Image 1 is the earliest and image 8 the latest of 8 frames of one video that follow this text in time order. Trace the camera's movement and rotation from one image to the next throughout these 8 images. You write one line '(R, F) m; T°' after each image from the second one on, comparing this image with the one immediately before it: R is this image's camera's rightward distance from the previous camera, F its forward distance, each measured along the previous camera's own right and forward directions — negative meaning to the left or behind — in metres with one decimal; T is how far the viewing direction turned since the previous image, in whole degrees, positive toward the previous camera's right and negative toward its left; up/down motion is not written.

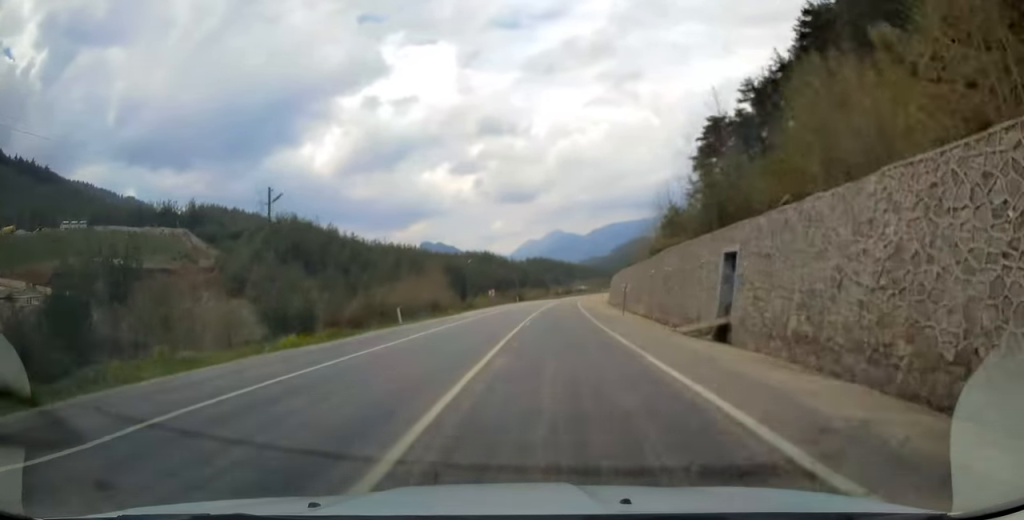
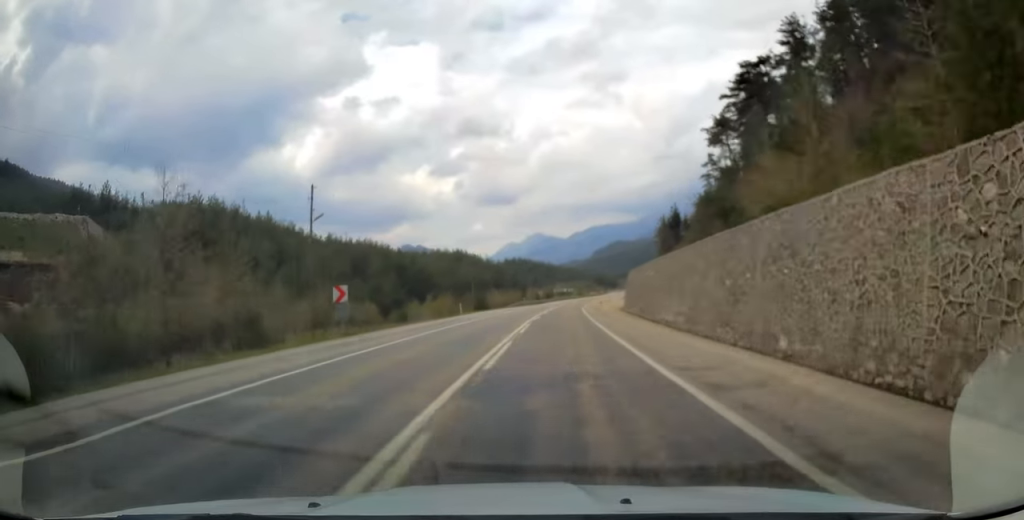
(+1.0, +46.4) m; +2°
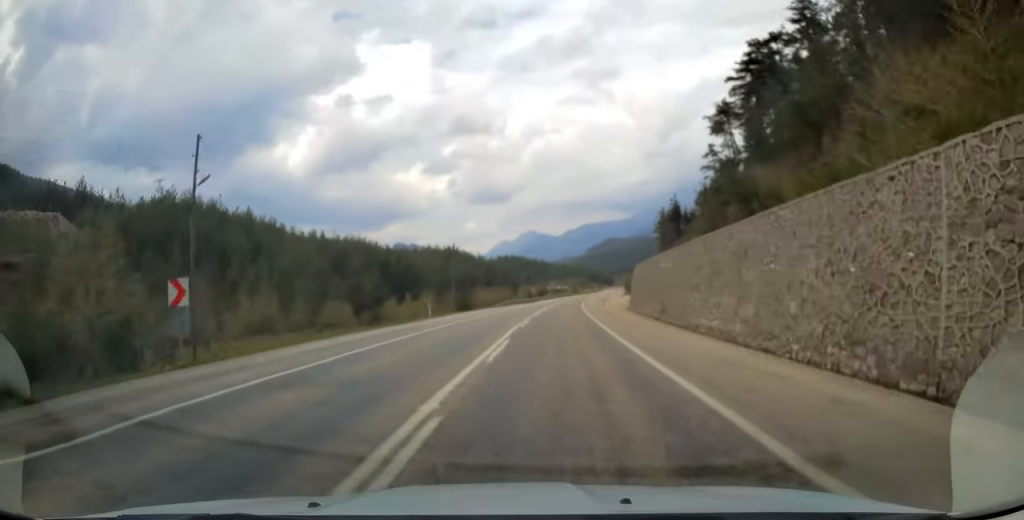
(+0.1, +10.5) m; 0°
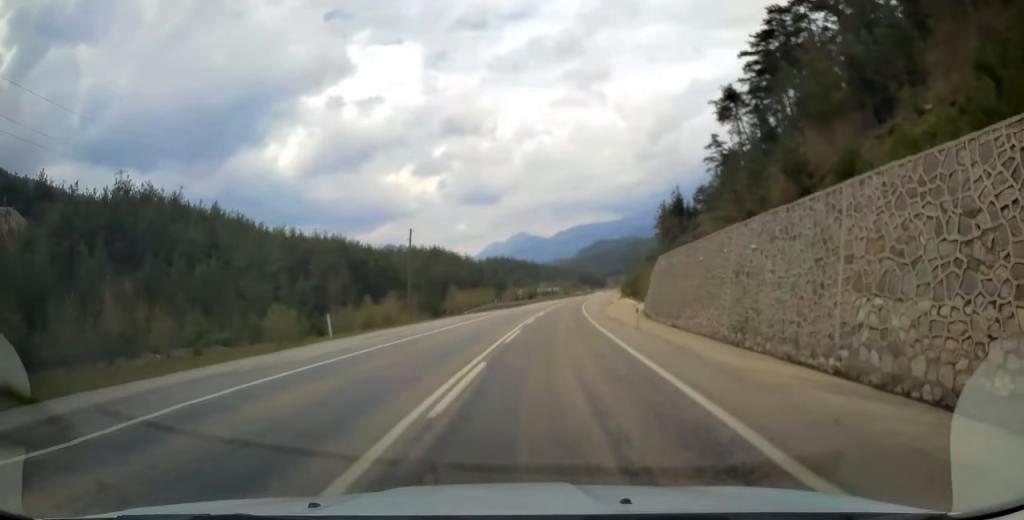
(0.0, +16.8) m; +1°
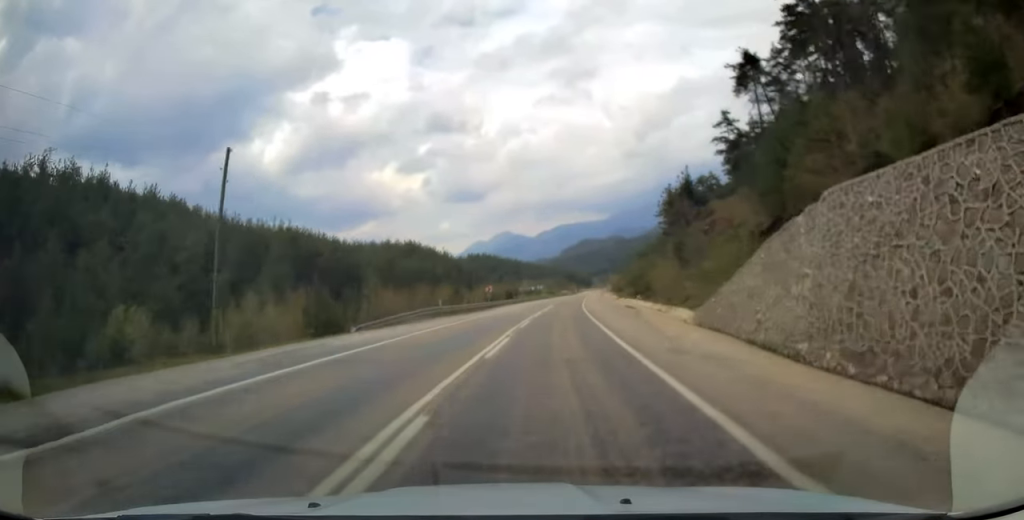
(+0.3, +27.6) m; +2°
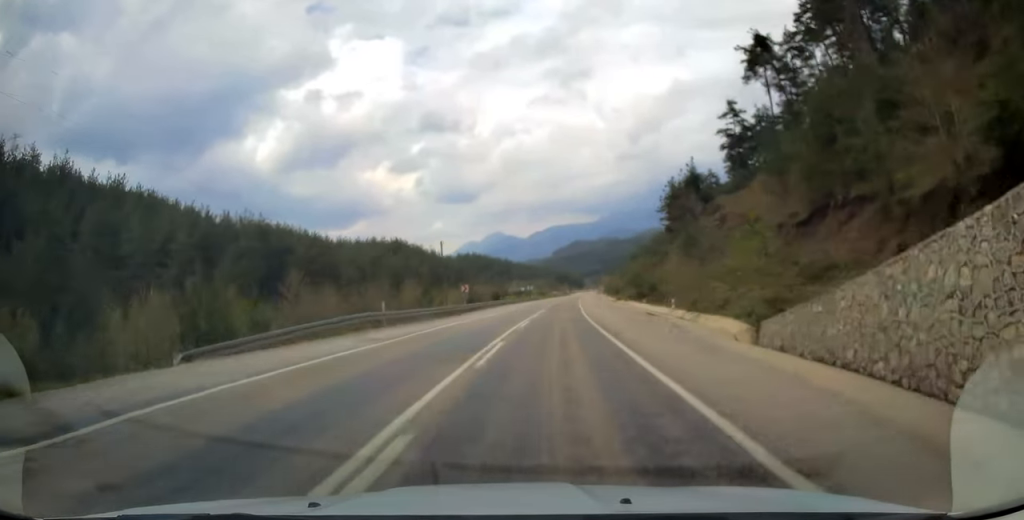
(0.0, +12.6) m; +1°
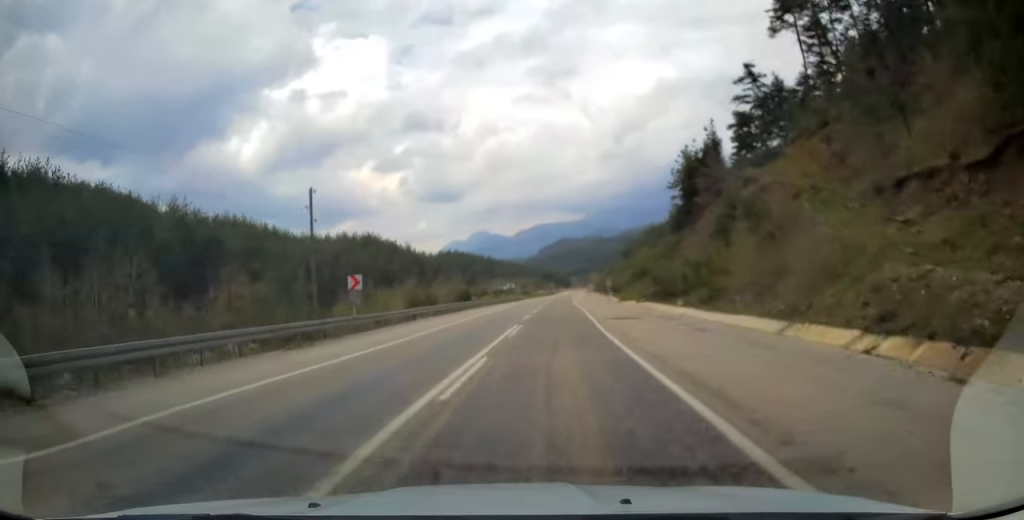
(+0.4, +27.5) m; 0°
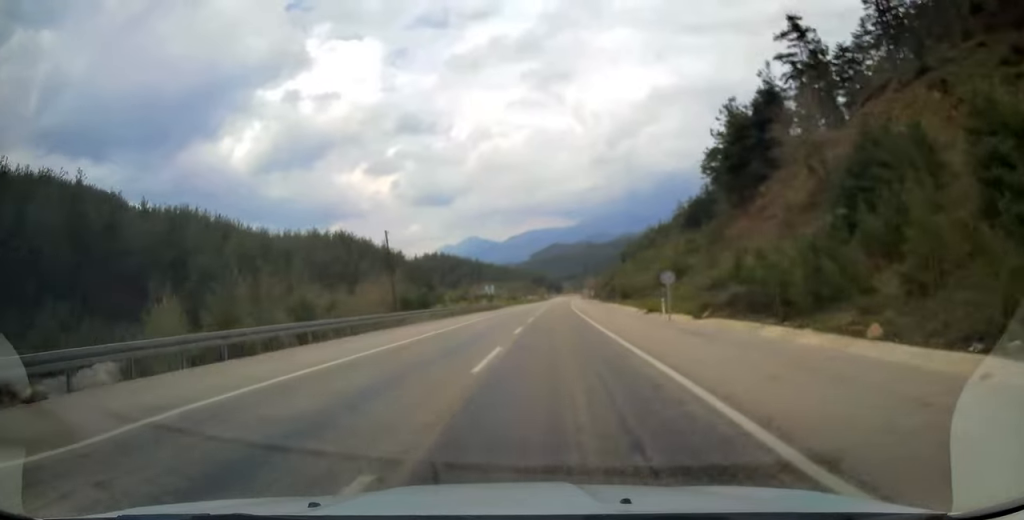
(0.0, +31.0) m; +1°
